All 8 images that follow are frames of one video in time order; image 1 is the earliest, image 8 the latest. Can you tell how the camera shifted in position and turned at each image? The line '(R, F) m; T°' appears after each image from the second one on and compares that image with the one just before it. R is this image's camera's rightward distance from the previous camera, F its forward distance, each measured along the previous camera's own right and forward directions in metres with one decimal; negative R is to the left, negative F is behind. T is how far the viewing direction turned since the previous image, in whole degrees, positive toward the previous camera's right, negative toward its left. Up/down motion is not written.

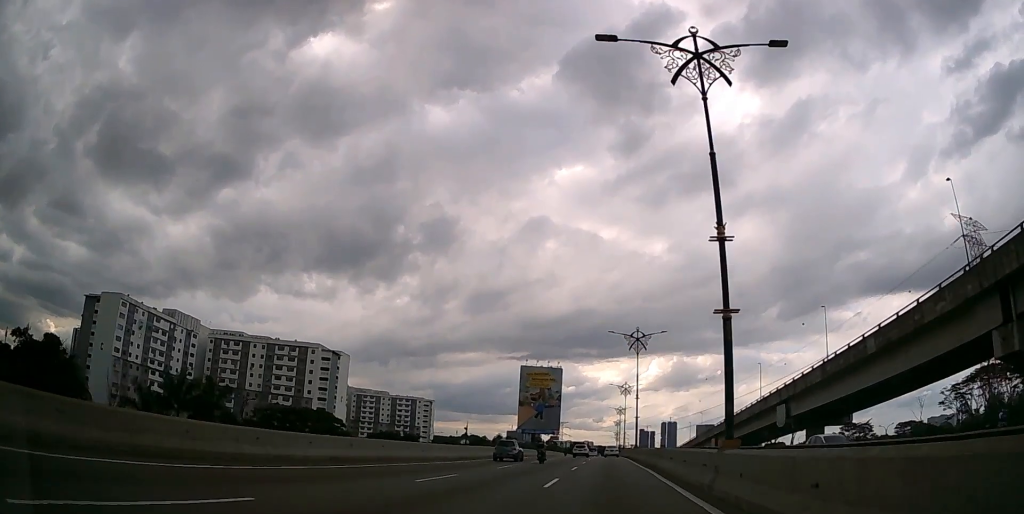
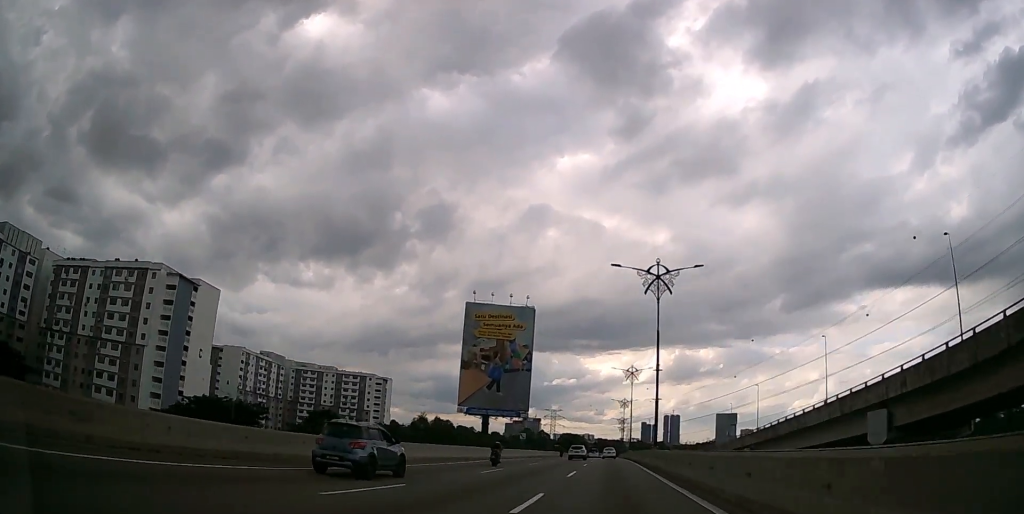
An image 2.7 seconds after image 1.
(-0.1, +67.0) m; 0°
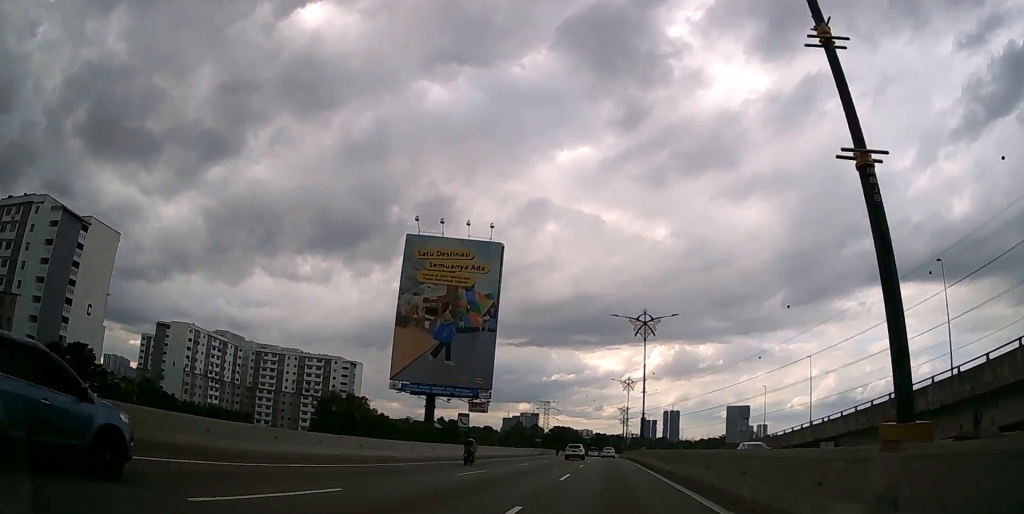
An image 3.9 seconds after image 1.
(0.0, +31.1) m; 0°
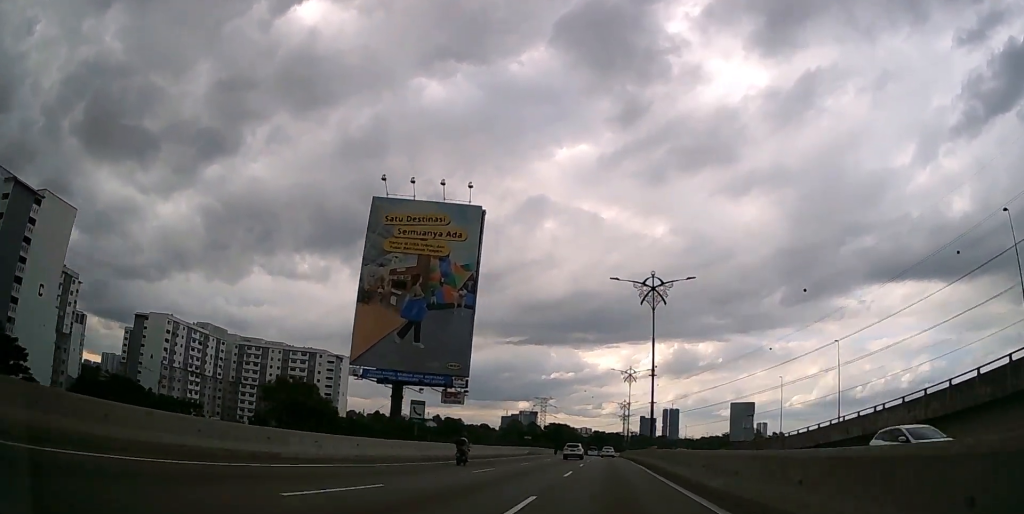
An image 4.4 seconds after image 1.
(0.0, +11.9) m; 0°
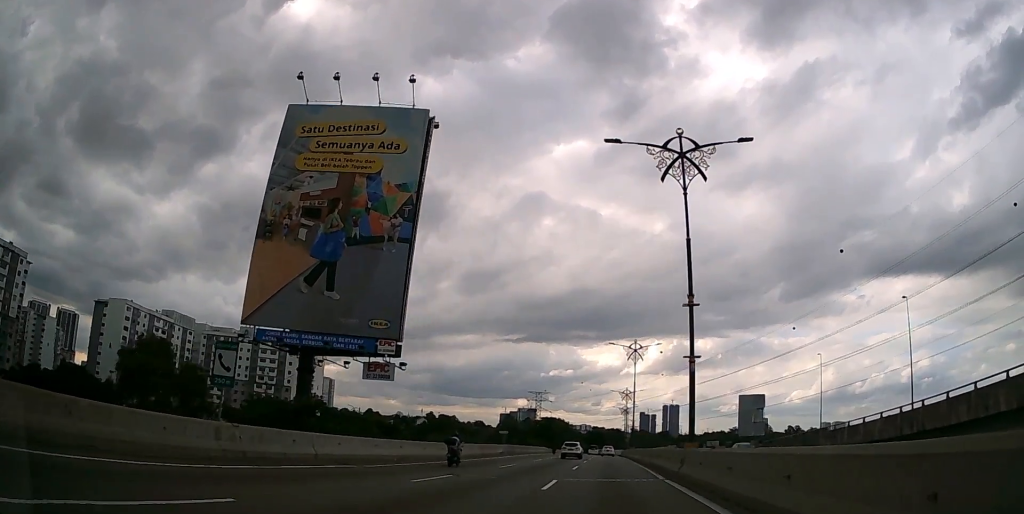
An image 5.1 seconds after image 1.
(0.0, +18.6) m; 0°
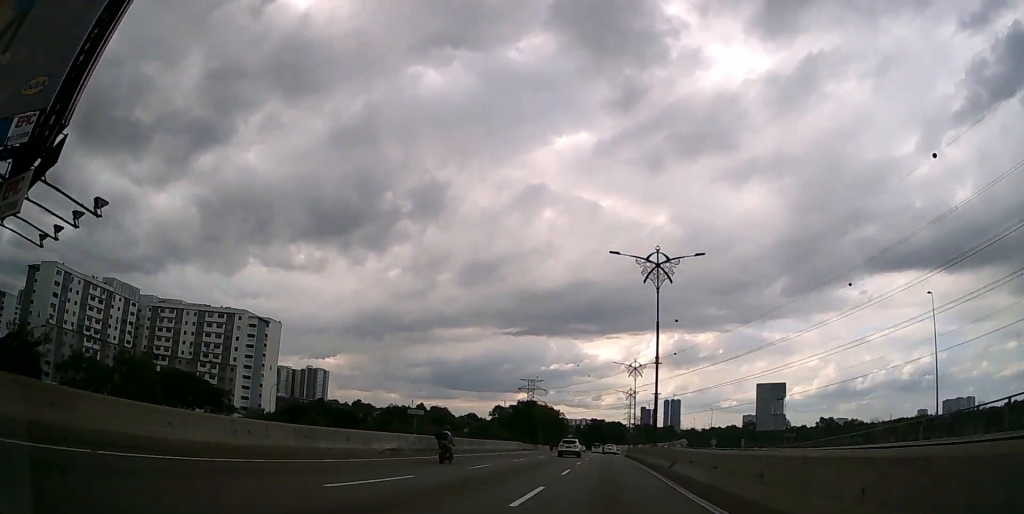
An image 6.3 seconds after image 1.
(0.0, +30.8) m; 0°
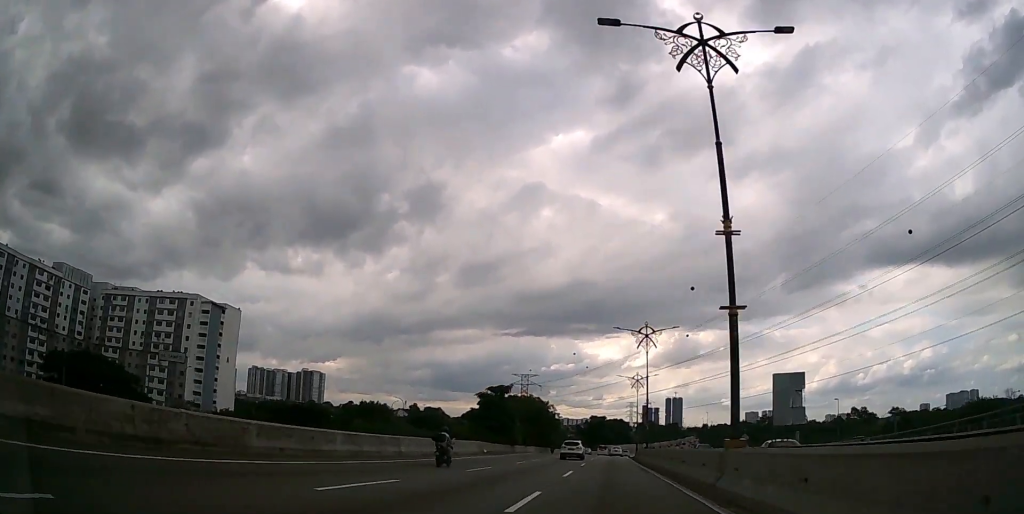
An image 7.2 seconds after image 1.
(0.0, +22.4) m; 0°
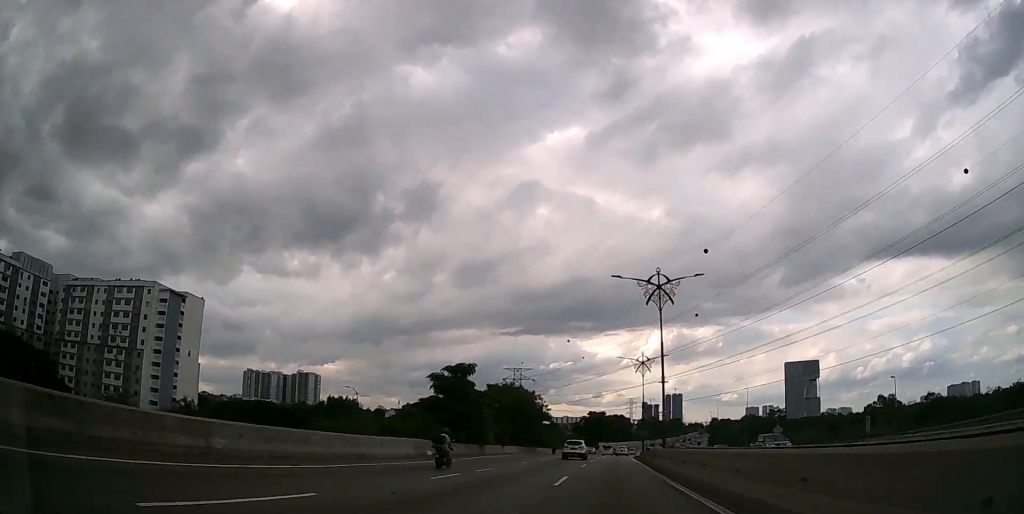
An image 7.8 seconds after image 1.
(0.0, +15.2) m; 0°
